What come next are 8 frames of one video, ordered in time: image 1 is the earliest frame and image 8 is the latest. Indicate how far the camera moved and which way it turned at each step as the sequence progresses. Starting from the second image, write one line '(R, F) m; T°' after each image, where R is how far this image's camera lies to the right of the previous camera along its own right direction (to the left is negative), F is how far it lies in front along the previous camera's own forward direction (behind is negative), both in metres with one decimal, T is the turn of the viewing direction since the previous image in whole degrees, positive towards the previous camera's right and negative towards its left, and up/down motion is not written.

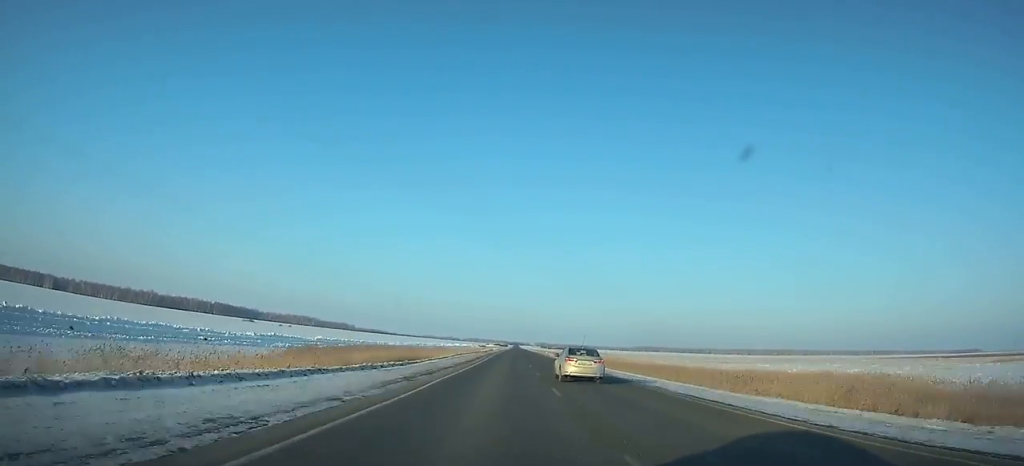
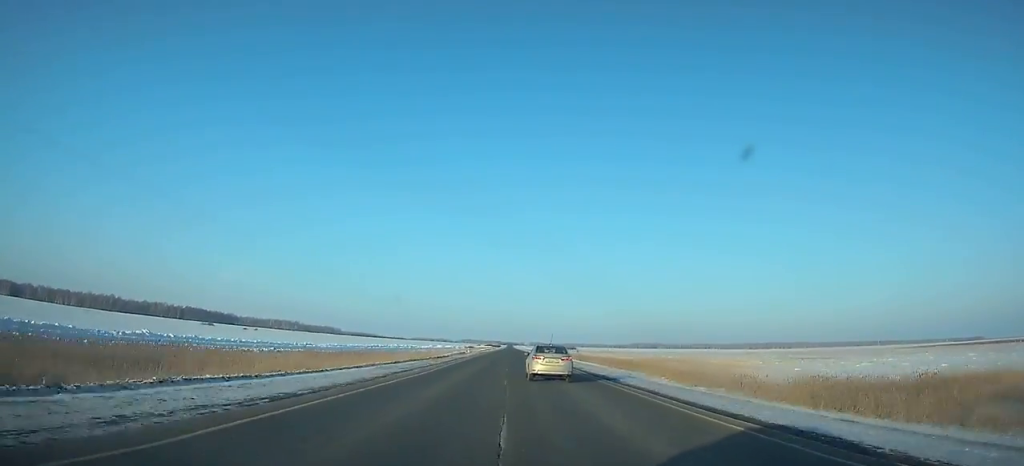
(+0.5, +70.0) m; 0°
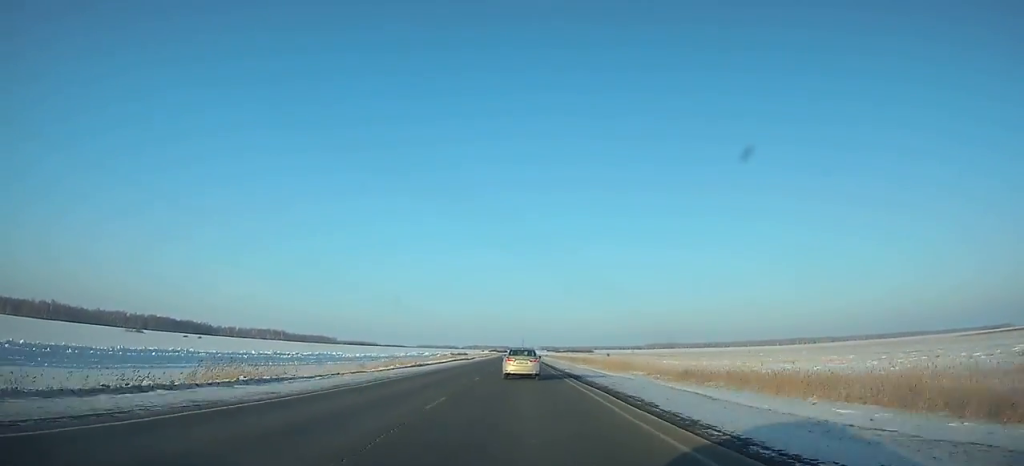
(+0.2, +120.1) m; 0°
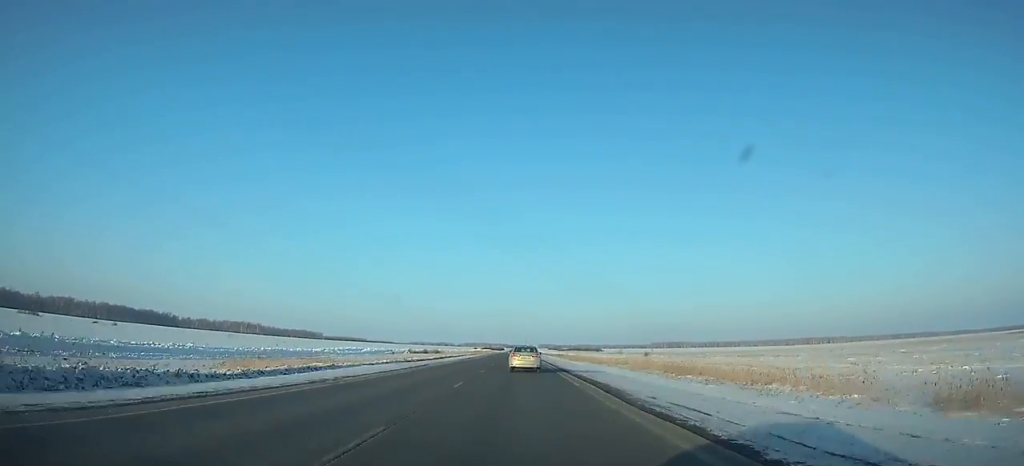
(-0.5, +106.4) m; 0°
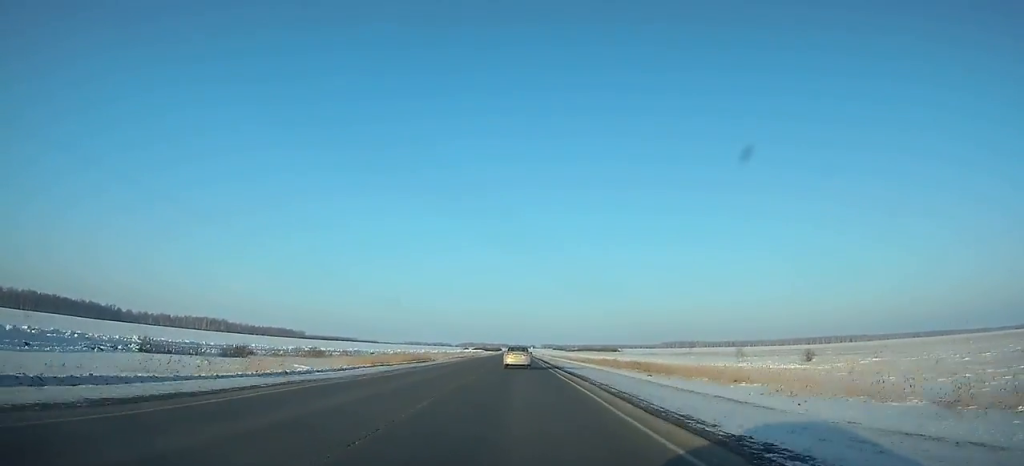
(-0.3, +131.9) m; 0°
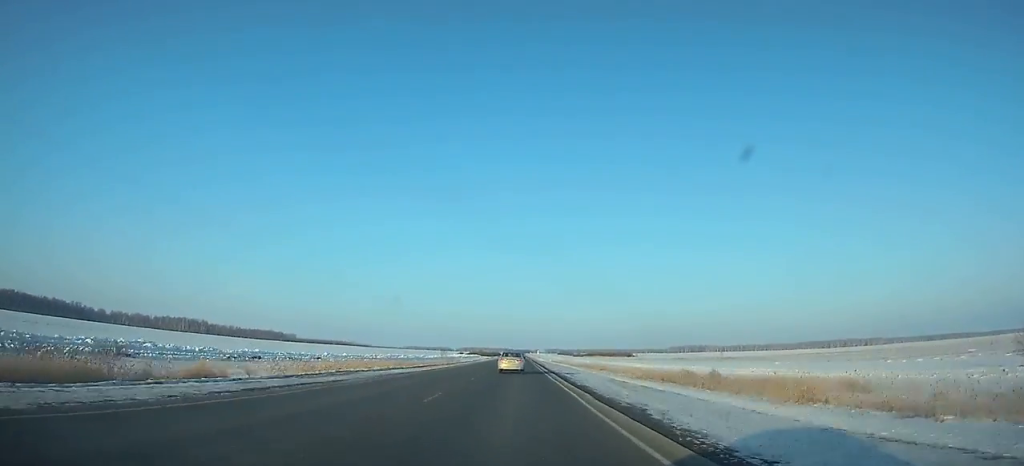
(0.0, +71.1) m; 0°
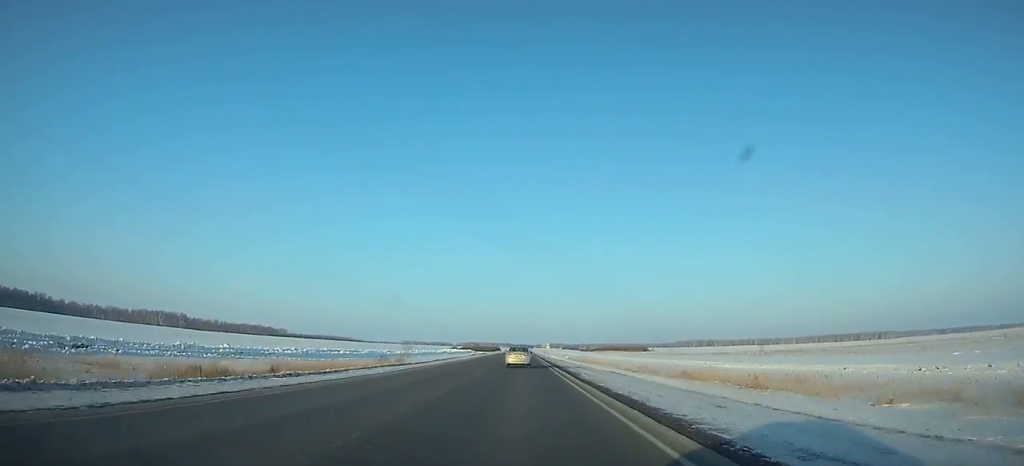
(-0.1, +63.1) m; 0°
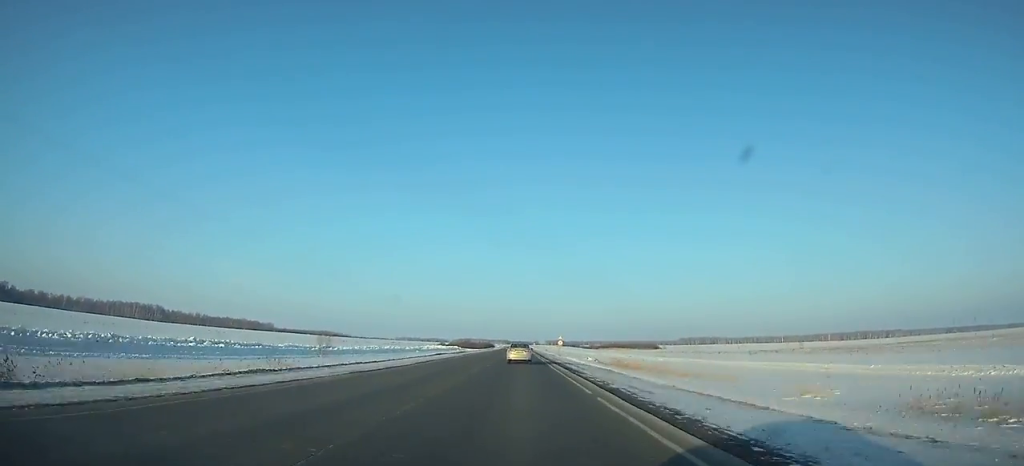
(0.0, +52.1) m; 0°
